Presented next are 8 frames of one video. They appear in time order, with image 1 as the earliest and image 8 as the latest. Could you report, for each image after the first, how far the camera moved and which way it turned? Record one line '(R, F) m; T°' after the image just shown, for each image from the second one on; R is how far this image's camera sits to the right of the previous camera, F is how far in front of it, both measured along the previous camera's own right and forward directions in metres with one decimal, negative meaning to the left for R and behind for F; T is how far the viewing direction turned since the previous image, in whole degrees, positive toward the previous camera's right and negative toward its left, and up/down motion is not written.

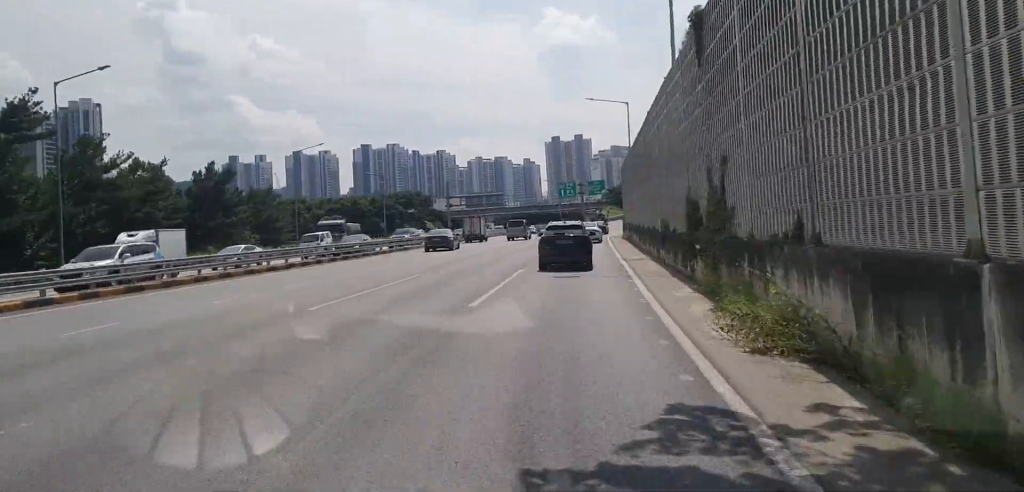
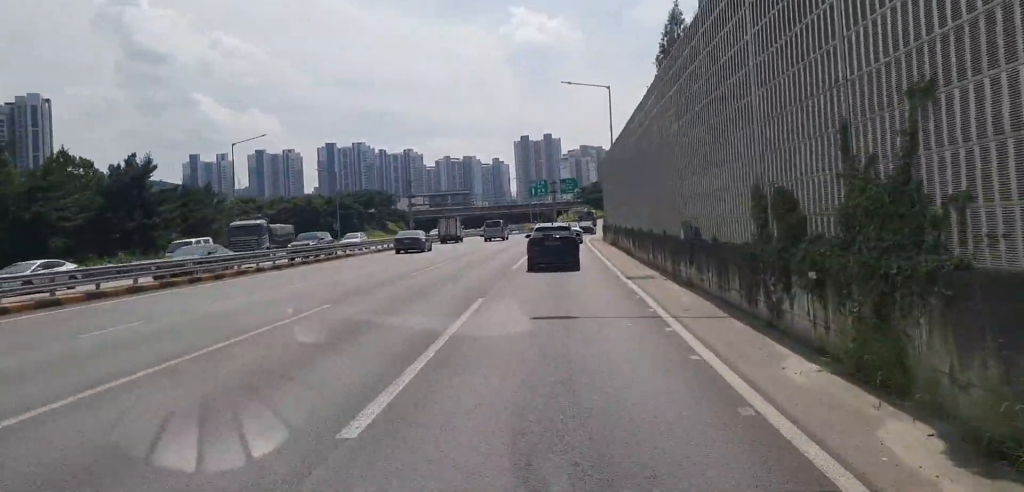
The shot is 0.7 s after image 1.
(+0.3, +8.9) m; +3°
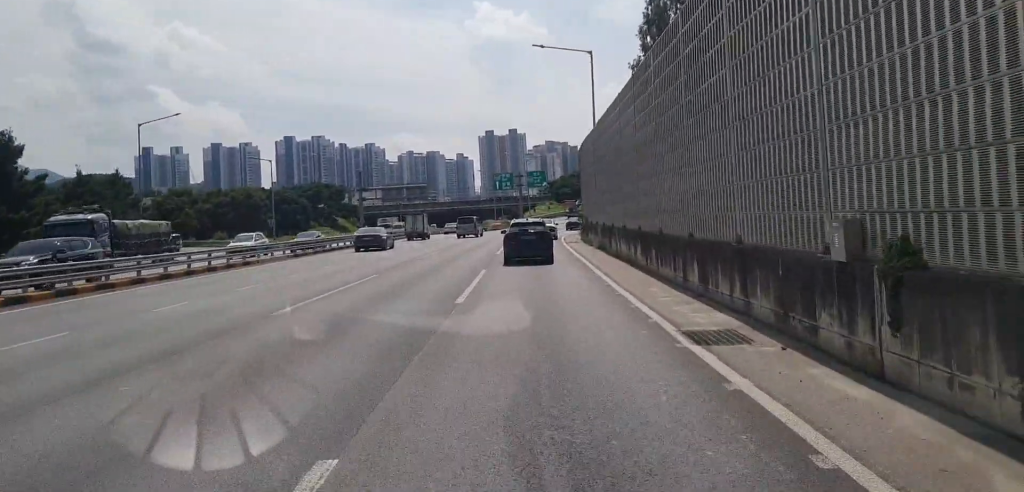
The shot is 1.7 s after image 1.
(+0.3, +11.7) m; +2°
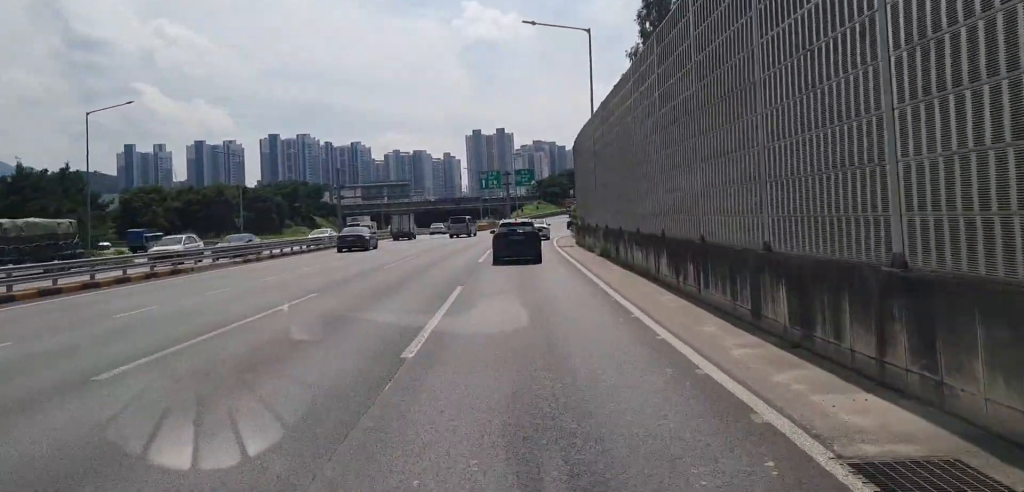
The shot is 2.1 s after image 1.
(0.0, +5.9) m; 0°
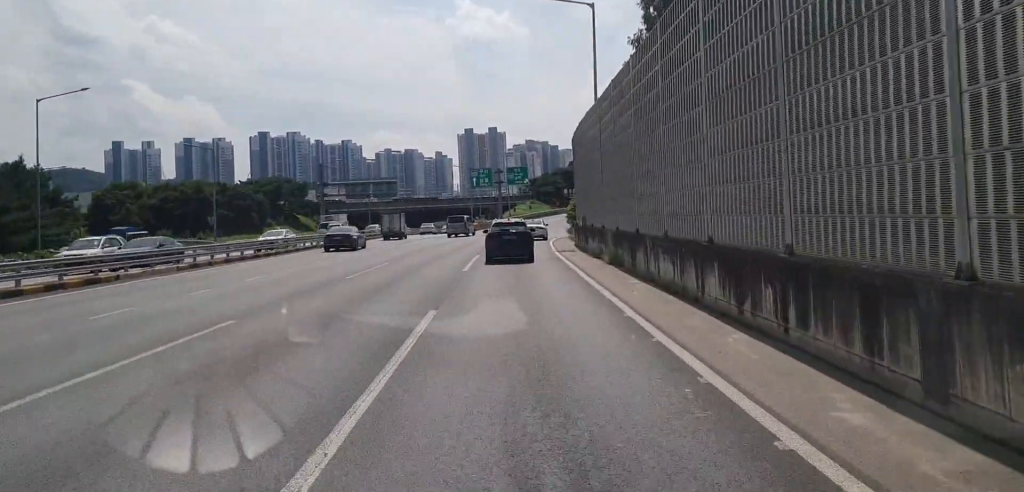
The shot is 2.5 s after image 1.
(0.0, +5.1) m; 0°
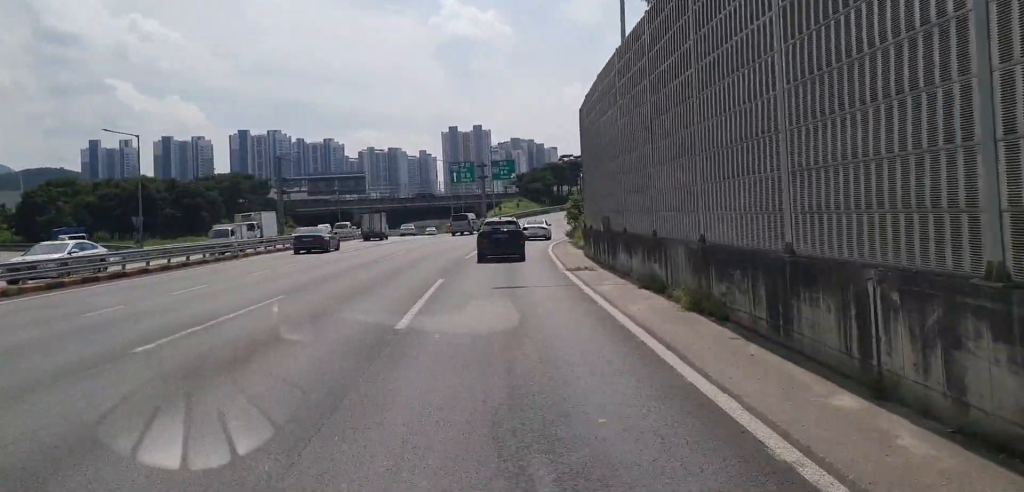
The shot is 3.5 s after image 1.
(0.0, +13.2) m; +2°
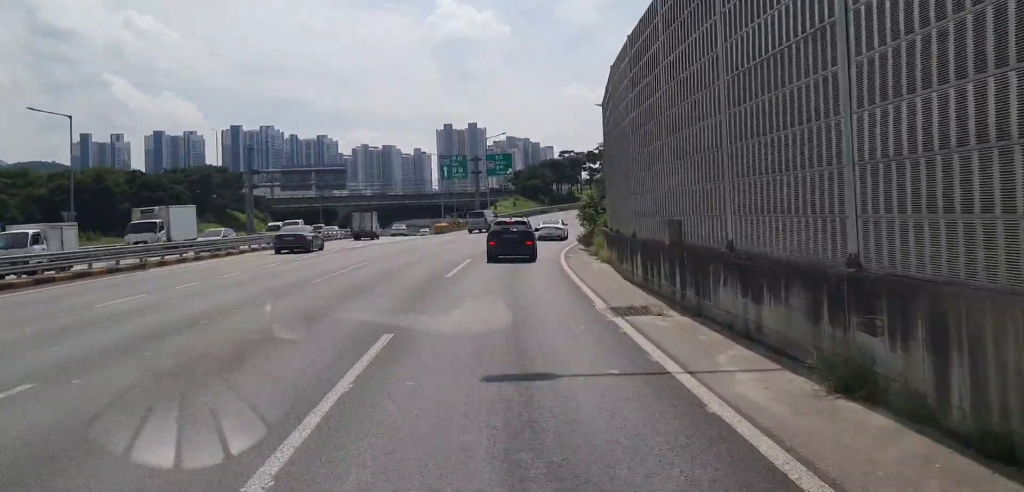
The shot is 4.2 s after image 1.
(+0.3, +9.5) m; +1°
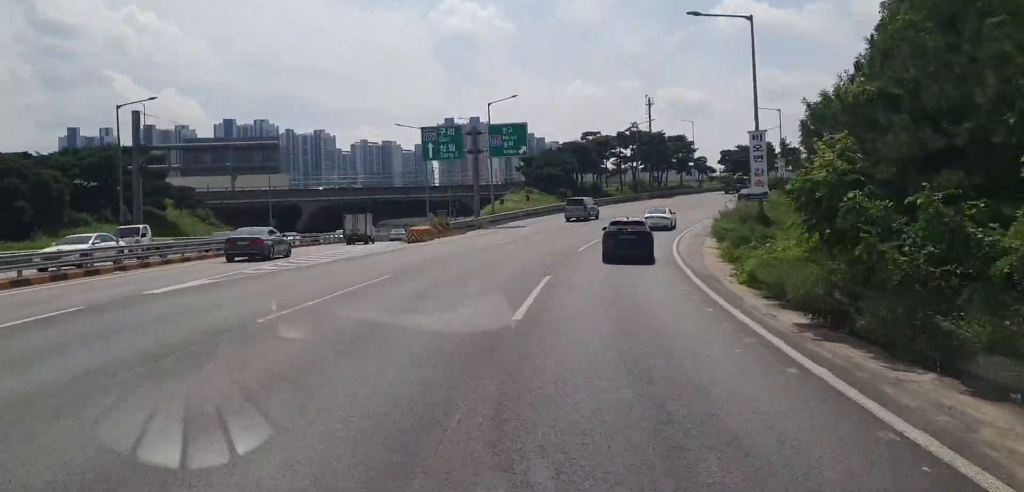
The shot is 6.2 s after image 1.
(-0.4, +27.7) m; 0°
